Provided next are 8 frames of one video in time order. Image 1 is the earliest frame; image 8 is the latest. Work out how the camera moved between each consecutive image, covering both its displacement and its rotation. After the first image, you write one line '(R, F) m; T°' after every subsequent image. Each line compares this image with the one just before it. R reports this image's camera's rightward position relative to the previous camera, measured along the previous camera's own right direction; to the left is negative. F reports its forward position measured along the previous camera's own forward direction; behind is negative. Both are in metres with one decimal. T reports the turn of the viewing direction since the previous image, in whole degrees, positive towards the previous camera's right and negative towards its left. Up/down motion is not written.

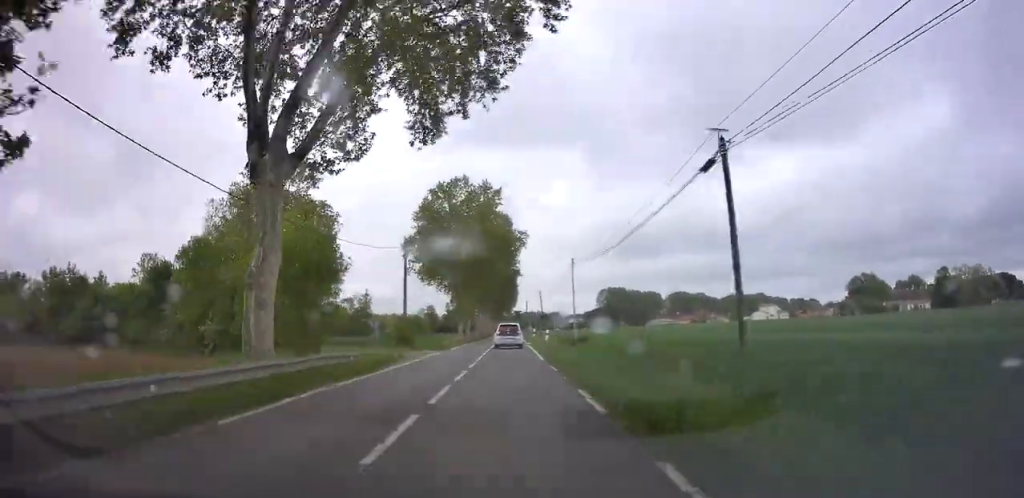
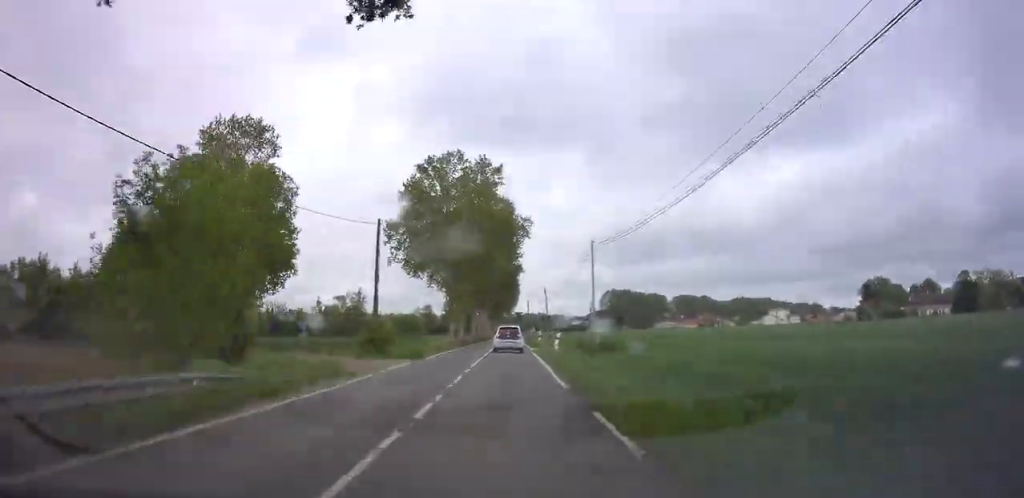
(+0.2, +10.5) m; +1°
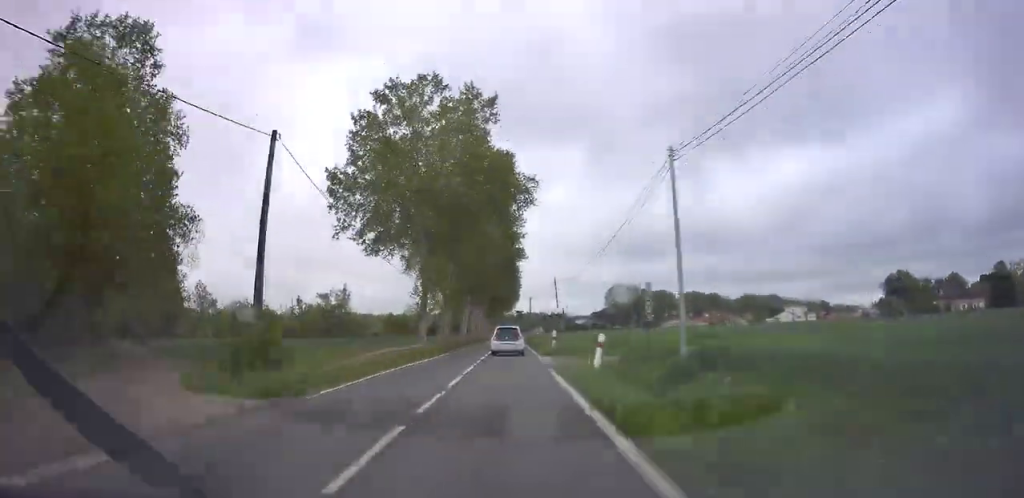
(+0.2, +16.6) m; 0°
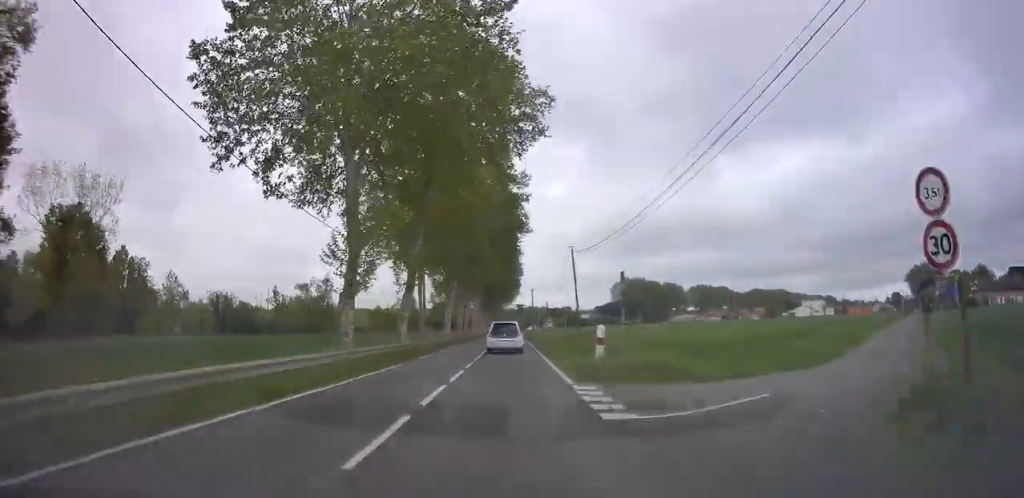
(0.0, +16.9) m; -1°
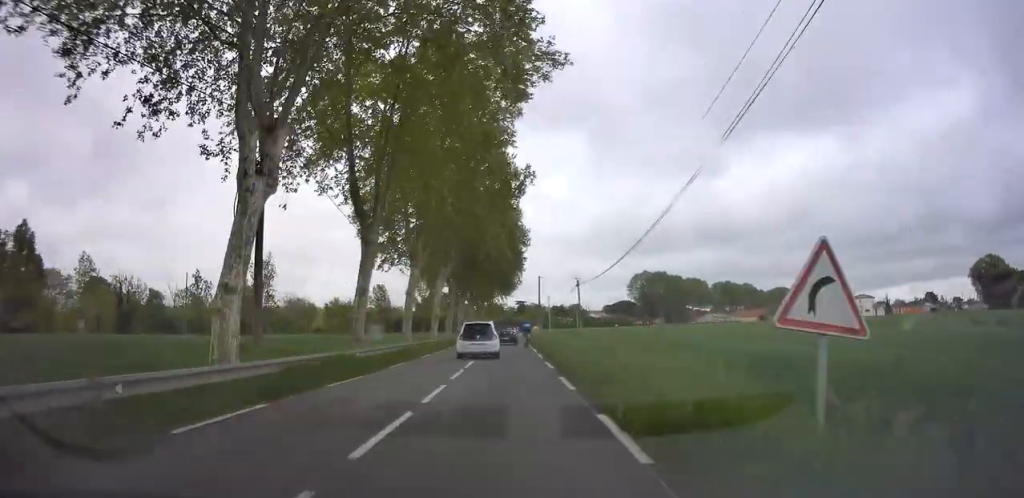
(-0.2, +38.8) m; +1°
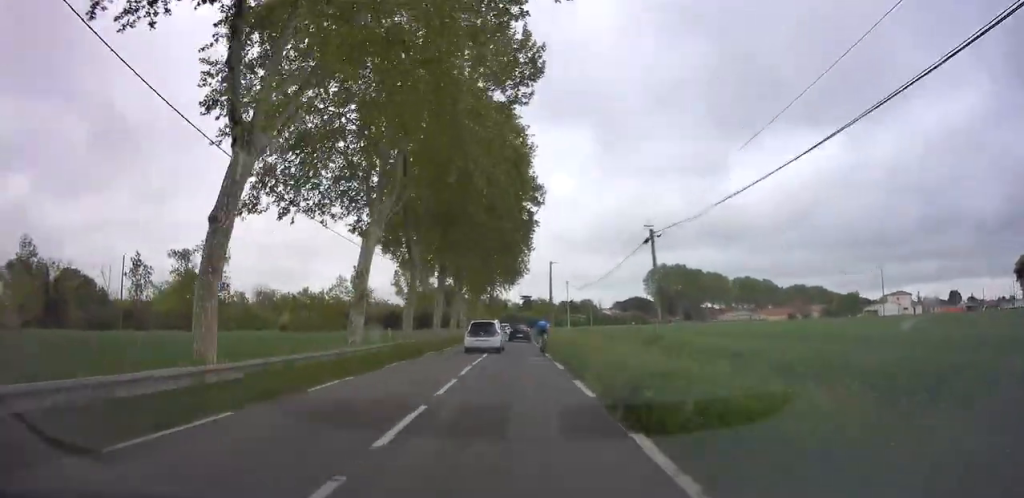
(+0.1, +22.0) m; 0°
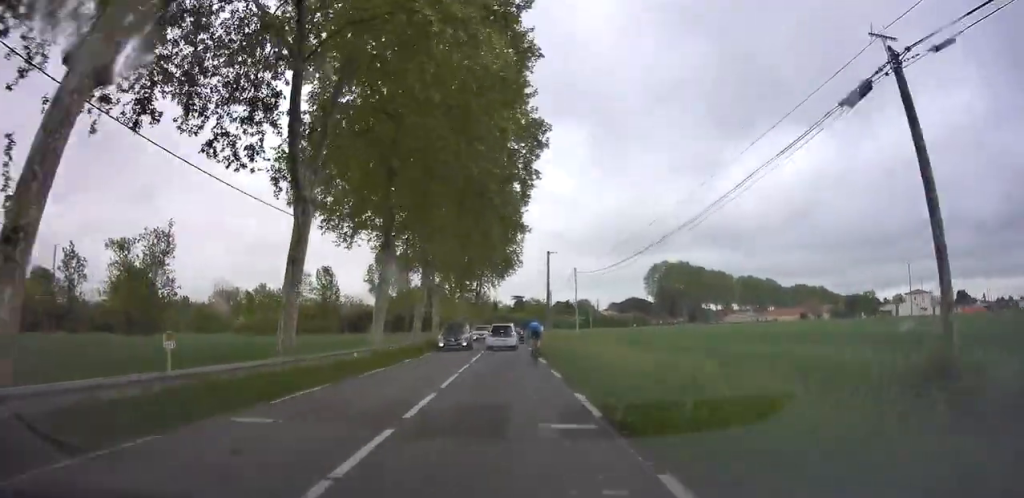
(-0.2, +15.8) m; -1°
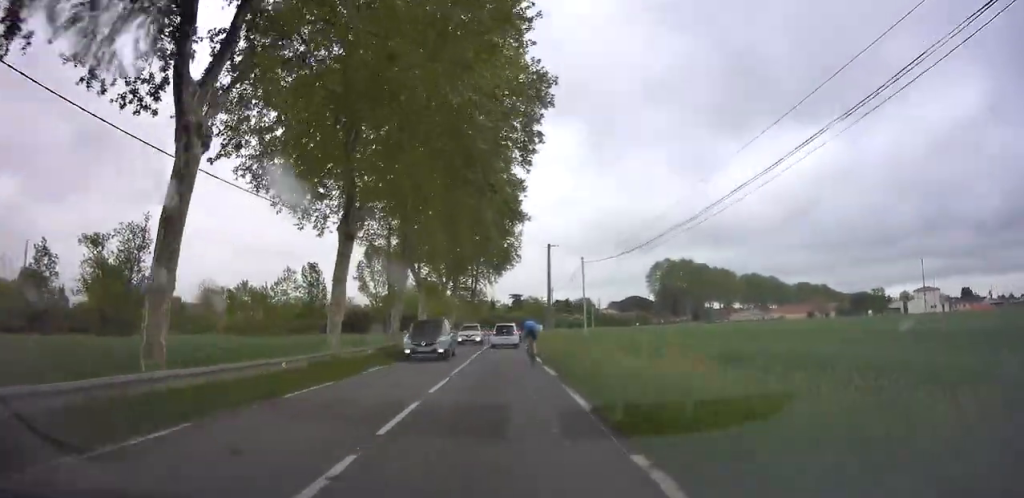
(0.0, +6.2) m; 0°
